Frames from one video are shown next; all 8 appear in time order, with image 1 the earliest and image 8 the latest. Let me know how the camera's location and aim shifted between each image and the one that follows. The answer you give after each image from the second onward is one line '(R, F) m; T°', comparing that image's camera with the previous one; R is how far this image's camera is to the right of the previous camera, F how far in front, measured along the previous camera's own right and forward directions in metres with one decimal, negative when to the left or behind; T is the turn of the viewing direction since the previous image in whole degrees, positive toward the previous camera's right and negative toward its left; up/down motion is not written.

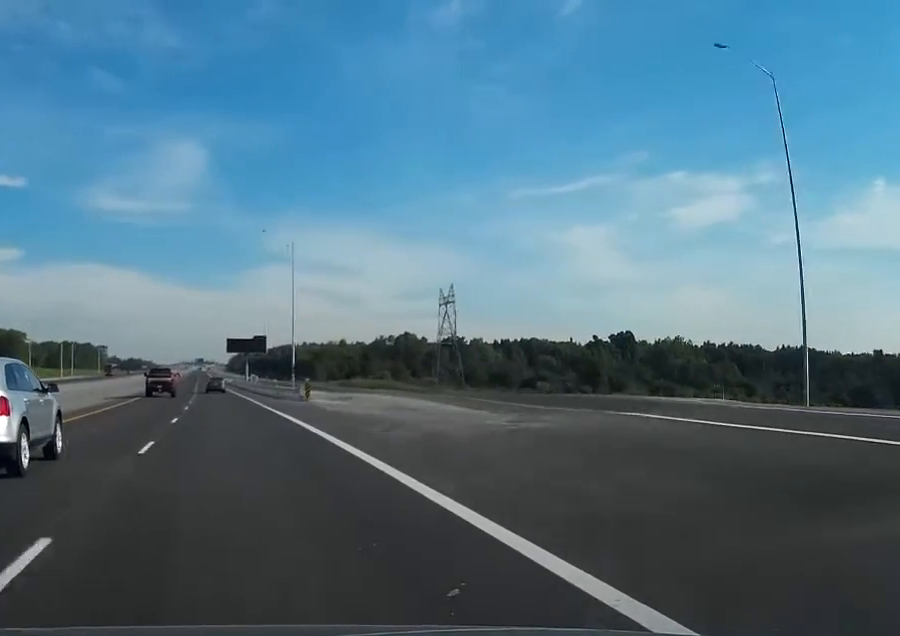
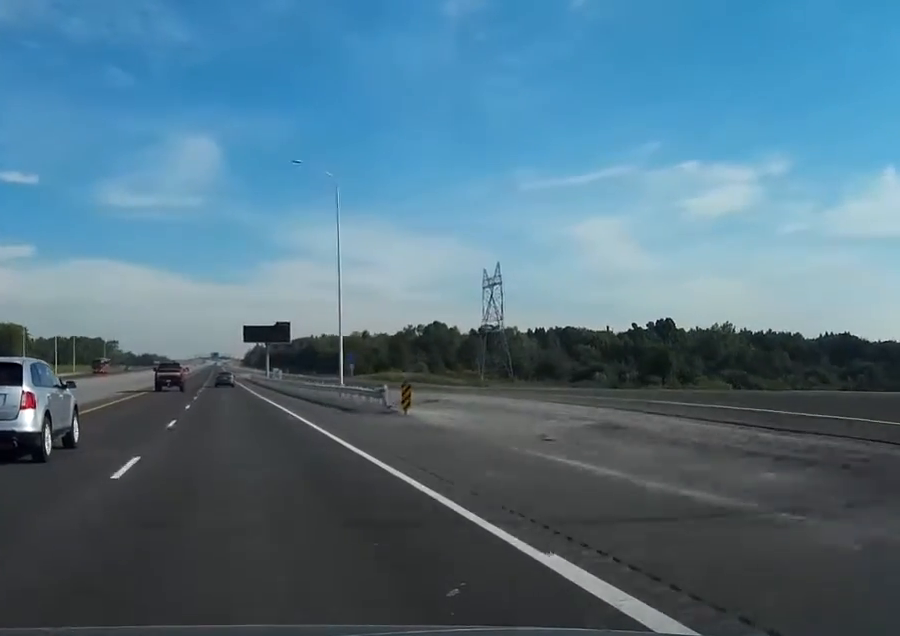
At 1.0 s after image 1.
(-0.3, +28.1) m; -1°
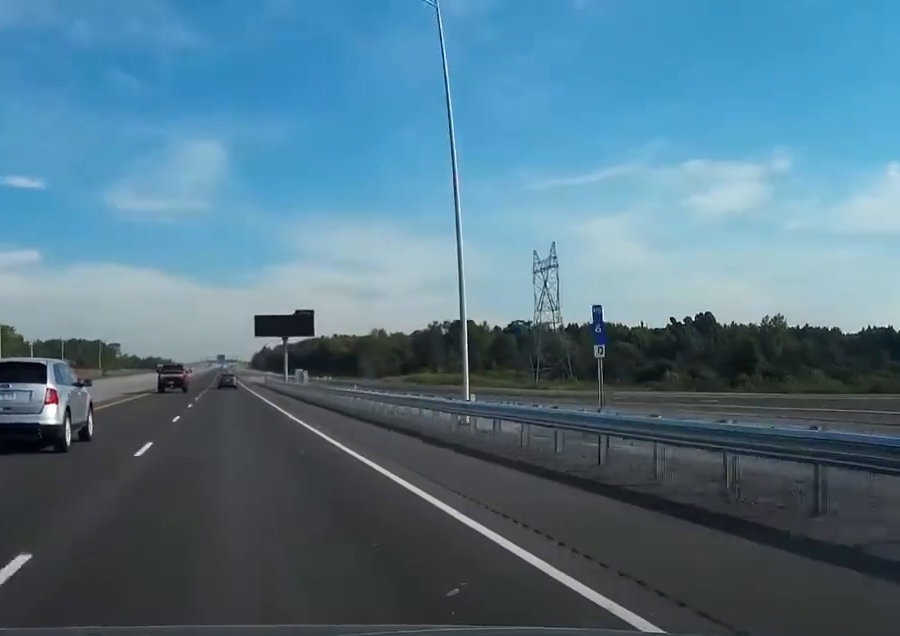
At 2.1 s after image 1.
(-0.1, +32.0) m; 0°
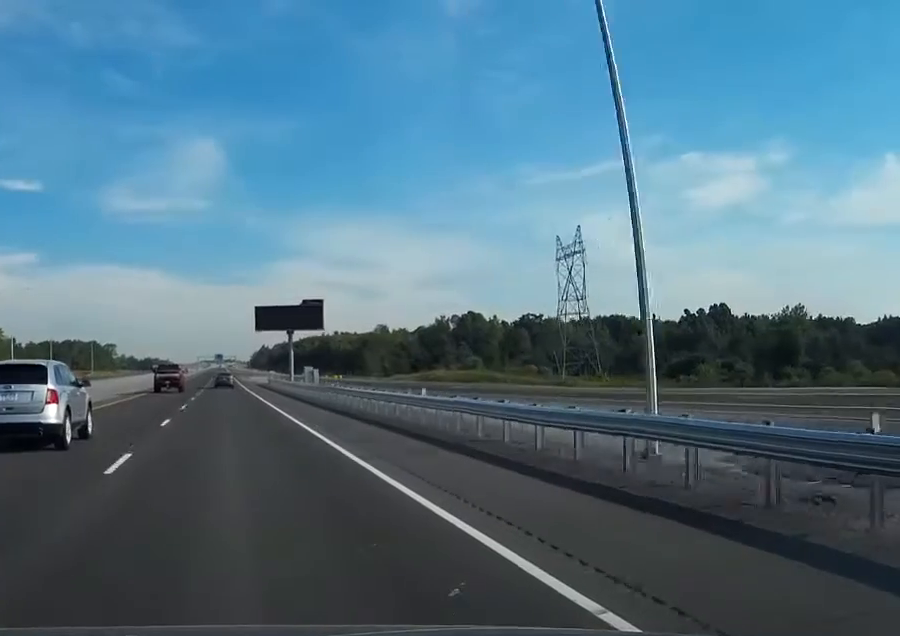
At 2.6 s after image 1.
(-0.1, +14.6) m; 0°
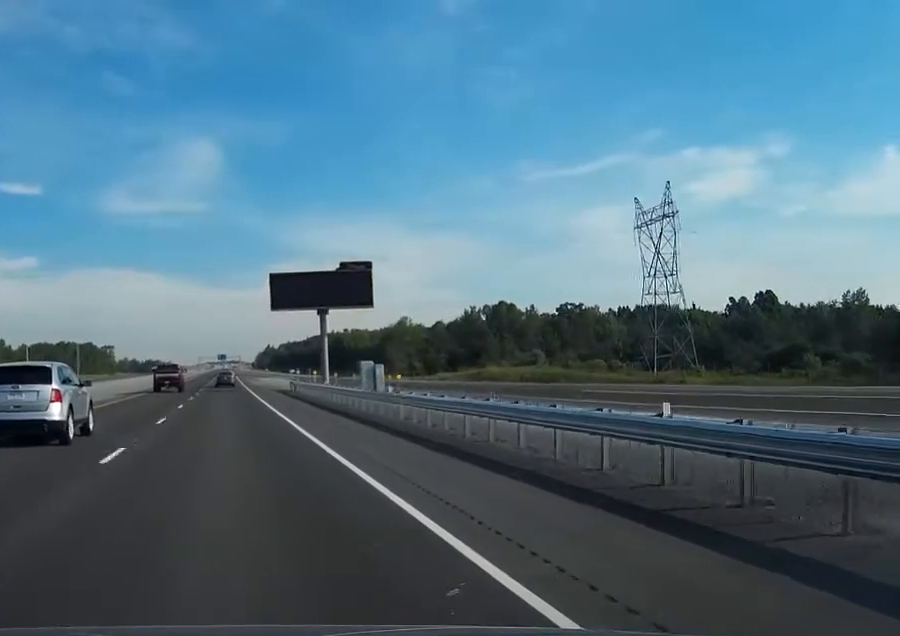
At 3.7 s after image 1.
(-0.1, +34.1) m; 0°
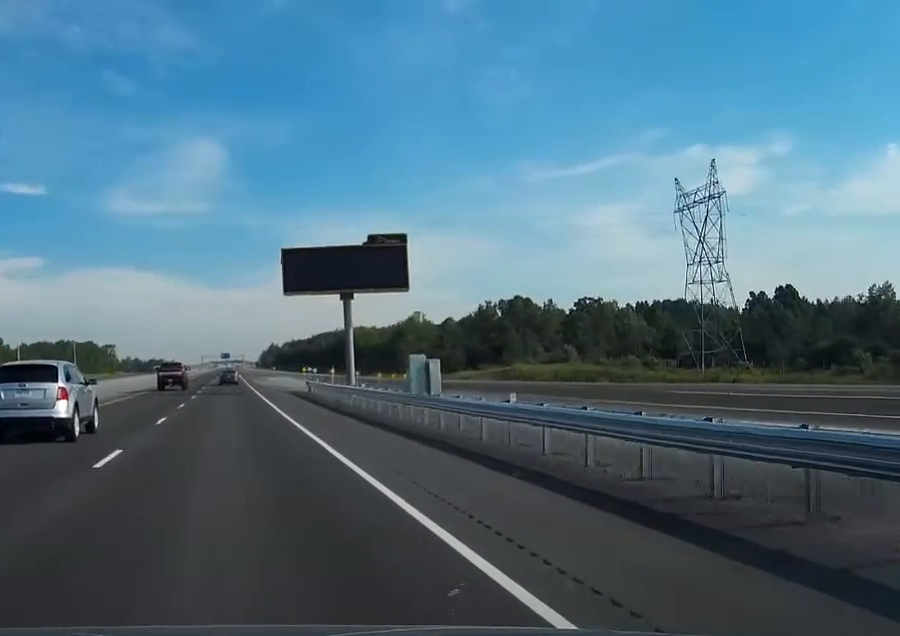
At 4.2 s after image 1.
(0.0, +12.7) m; 0°
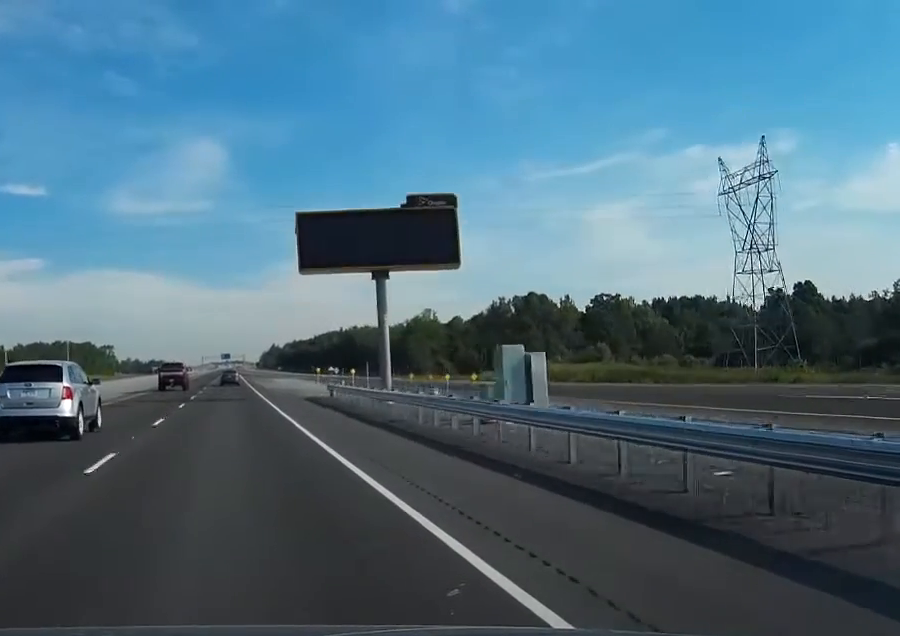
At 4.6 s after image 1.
(0.0, +12.7) m; 0°
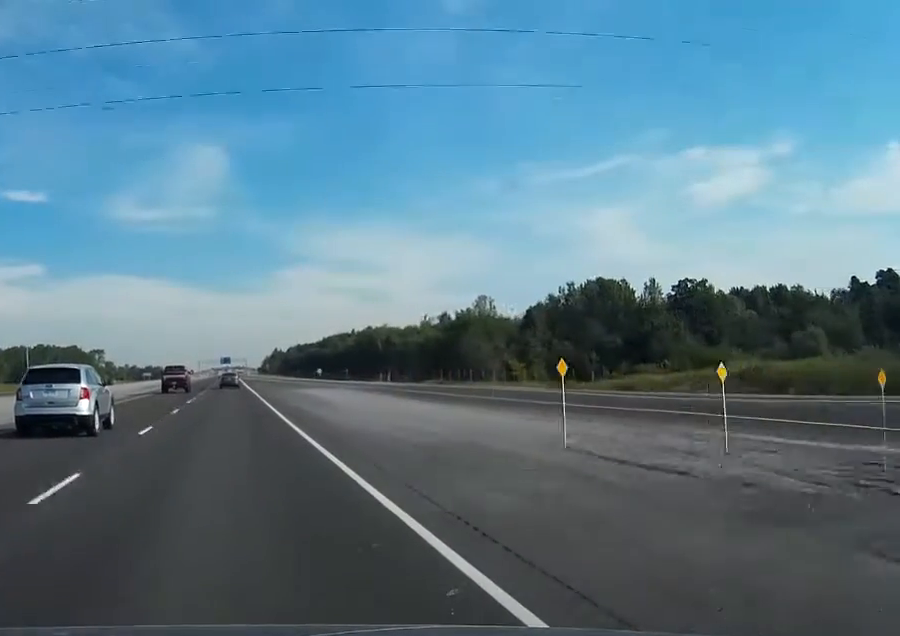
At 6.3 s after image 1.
(-0.1, +51.1) m; 0°
